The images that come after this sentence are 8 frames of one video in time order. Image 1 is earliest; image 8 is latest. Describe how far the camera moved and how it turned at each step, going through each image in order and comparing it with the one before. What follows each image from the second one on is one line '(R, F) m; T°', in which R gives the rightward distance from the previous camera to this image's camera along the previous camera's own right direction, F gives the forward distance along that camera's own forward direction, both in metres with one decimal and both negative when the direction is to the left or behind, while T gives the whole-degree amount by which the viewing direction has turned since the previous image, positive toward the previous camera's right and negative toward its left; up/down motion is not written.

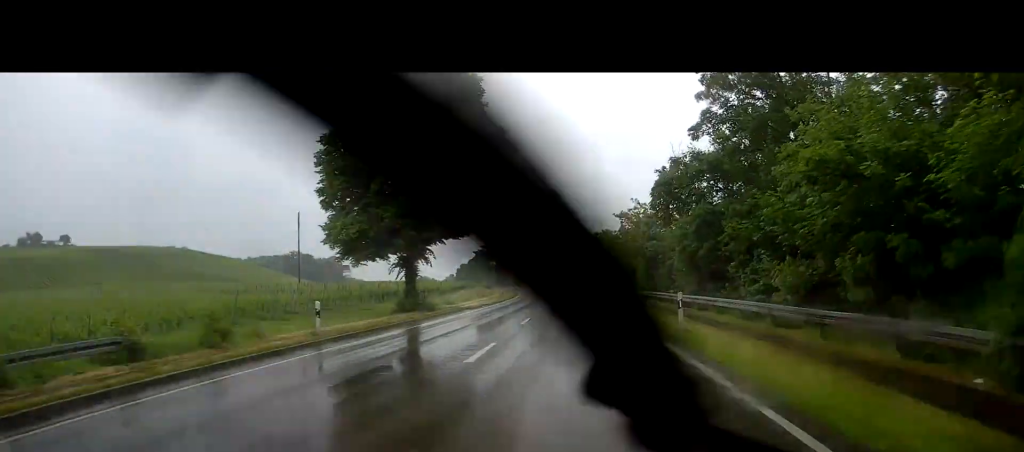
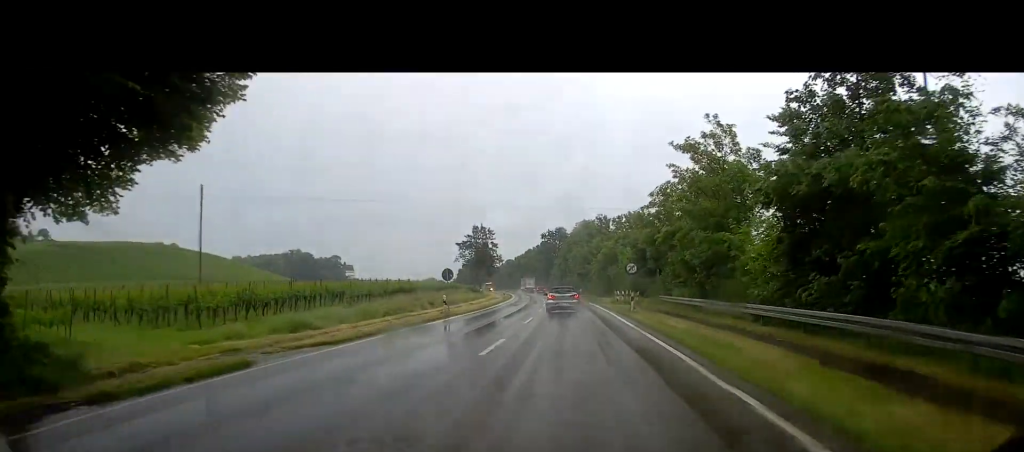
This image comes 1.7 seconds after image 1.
(-0.3, +34.8) m; -1°
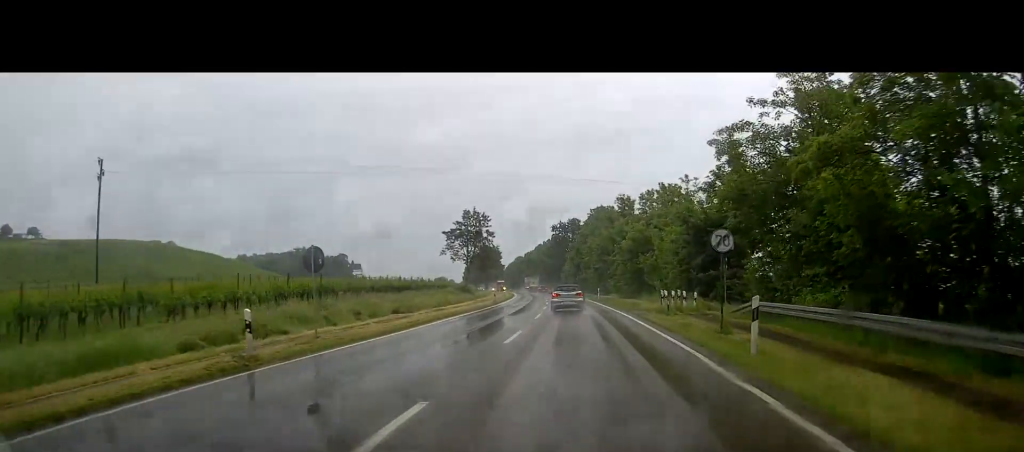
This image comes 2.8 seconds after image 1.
(-0.1, +21.6) m; 0°
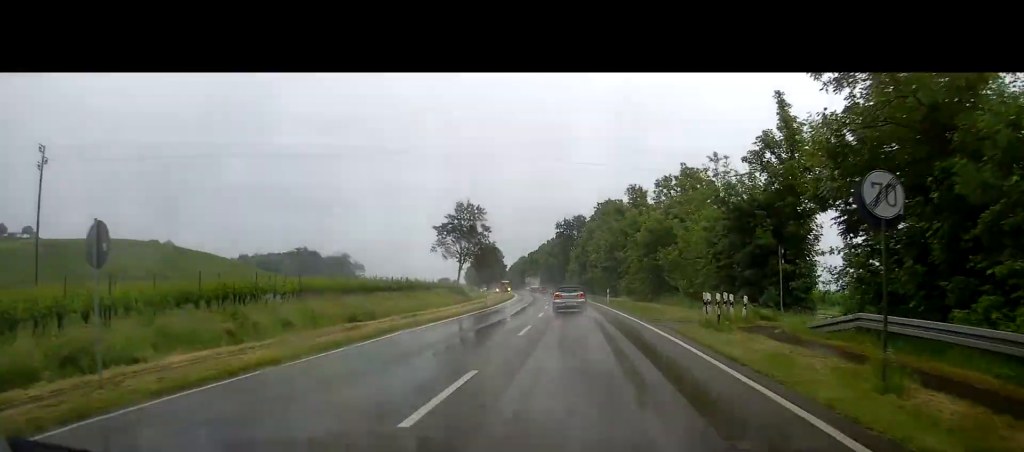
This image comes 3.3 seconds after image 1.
(0.0, +9.1) m; 0°
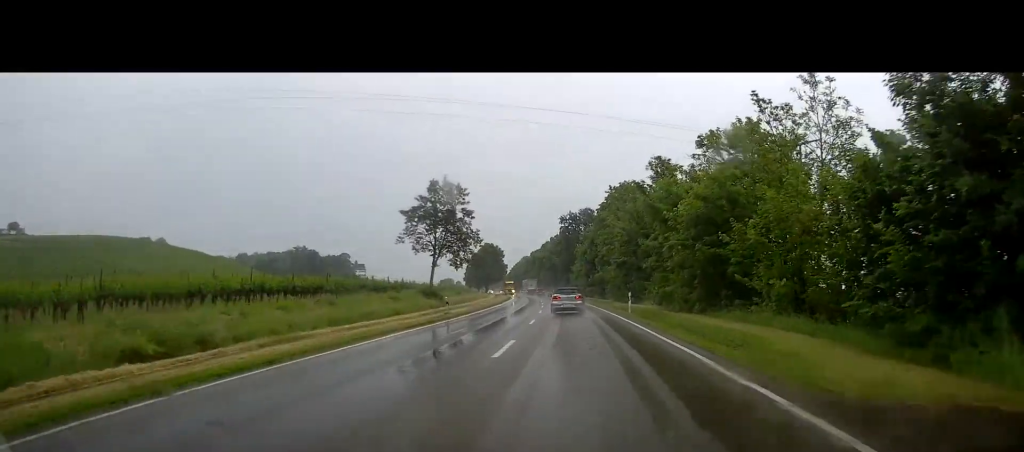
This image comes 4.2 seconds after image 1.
(0.0, +17.5) m; -1°
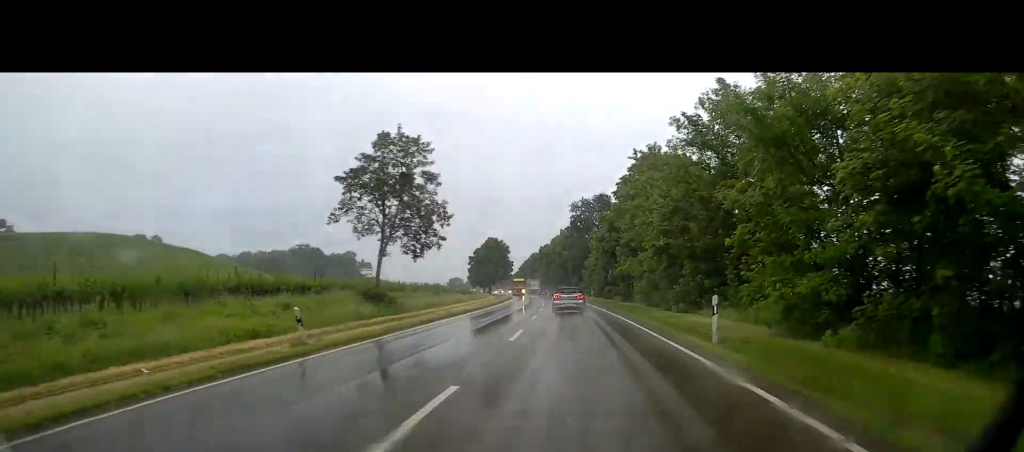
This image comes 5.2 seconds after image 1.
(-0.4, +20.0) m; -1°
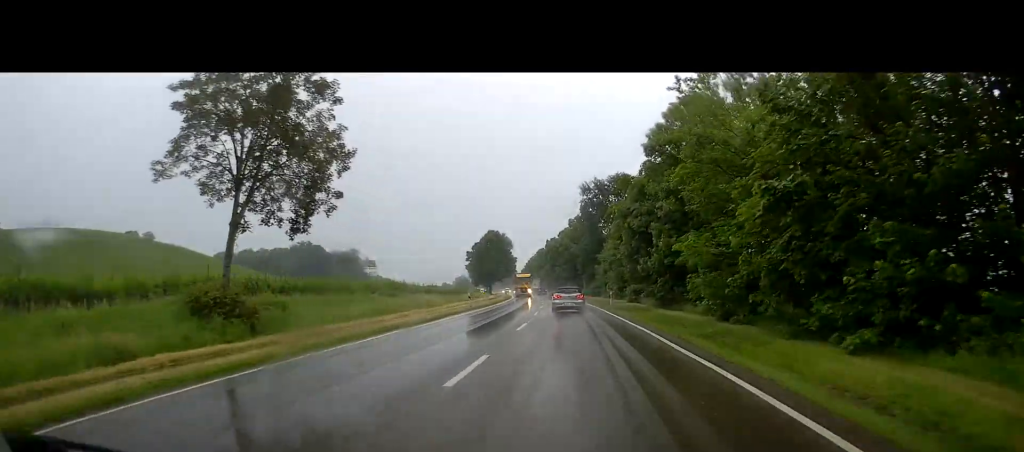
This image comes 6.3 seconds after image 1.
(-0.1, +19.9) m; -2°
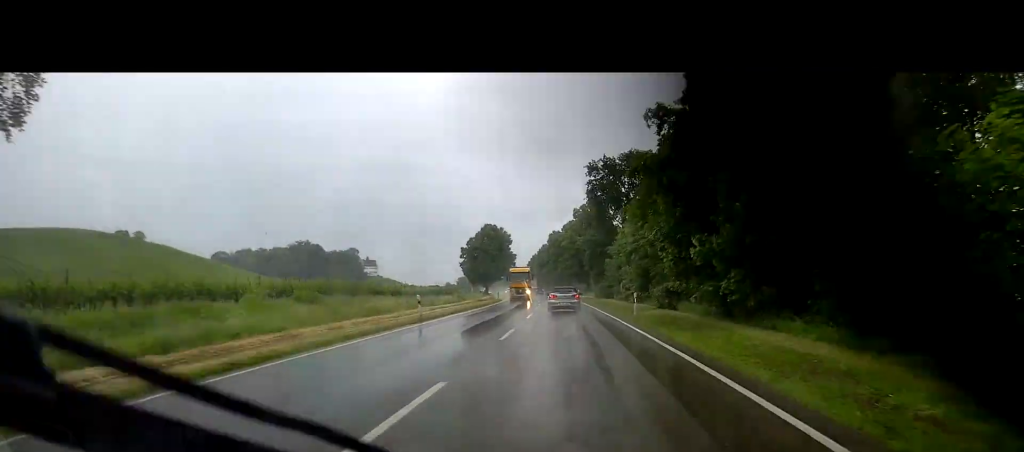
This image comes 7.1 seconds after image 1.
(-0.4, +15.5) m; -1°
